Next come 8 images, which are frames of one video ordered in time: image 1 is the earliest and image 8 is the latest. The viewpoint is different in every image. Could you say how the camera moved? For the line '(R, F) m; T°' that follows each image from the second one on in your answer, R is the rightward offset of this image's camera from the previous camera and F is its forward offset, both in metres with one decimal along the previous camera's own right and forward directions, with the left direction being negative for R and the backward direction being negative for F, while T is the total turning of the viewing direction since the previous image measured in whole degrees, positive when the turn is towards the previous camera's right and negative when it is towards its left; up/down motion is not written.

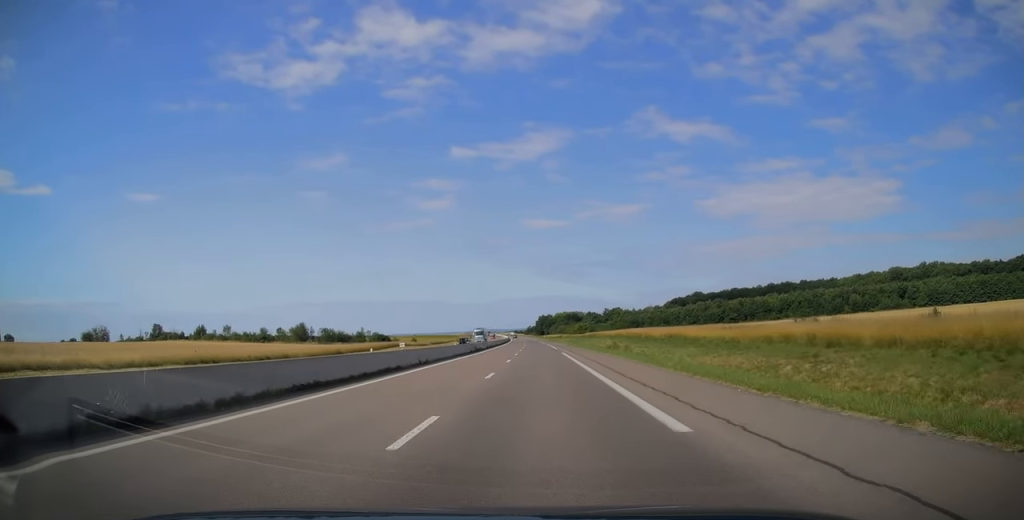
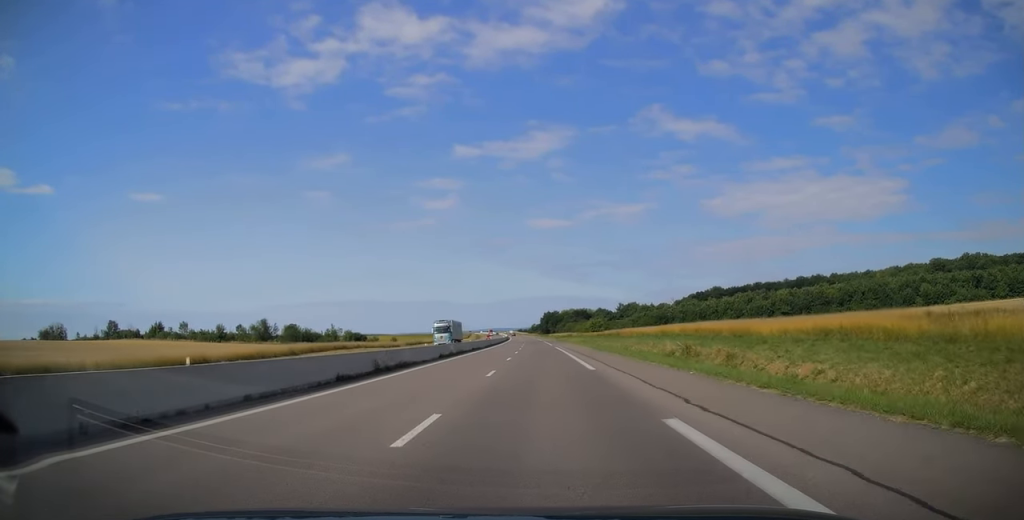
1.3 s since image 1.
(-0.4, +37.3) m; -1°
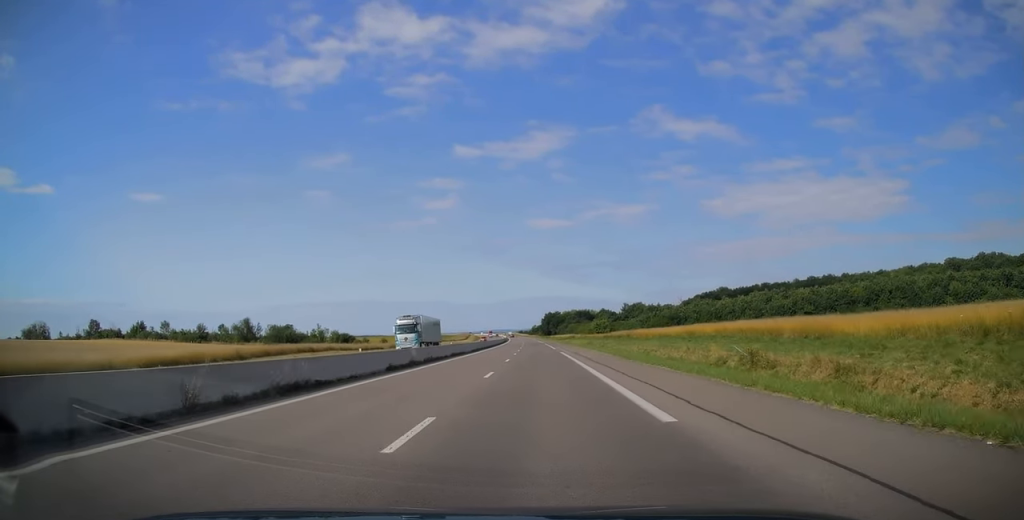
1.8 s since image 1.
(0.0, +13.8) m; 0°
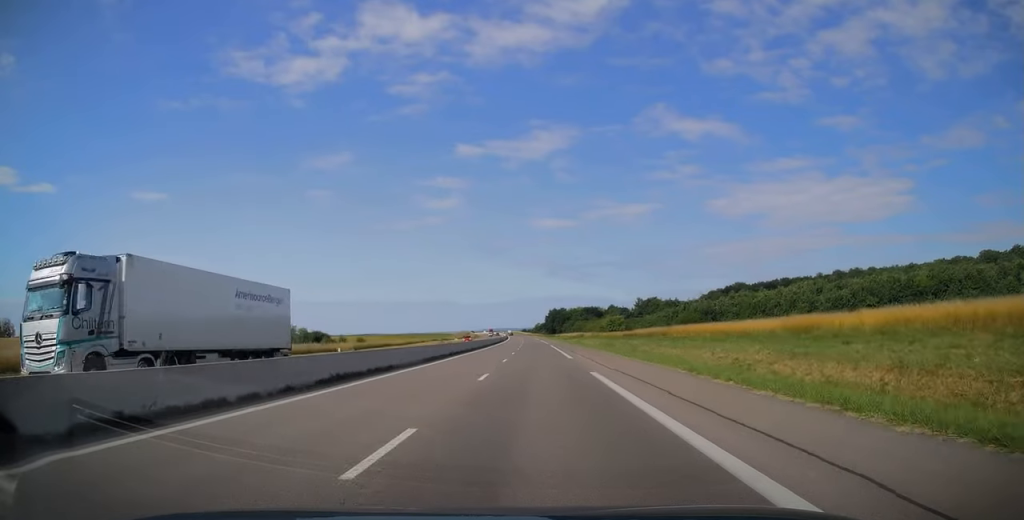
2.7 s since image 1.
(0.0, +29.9) m; 0°
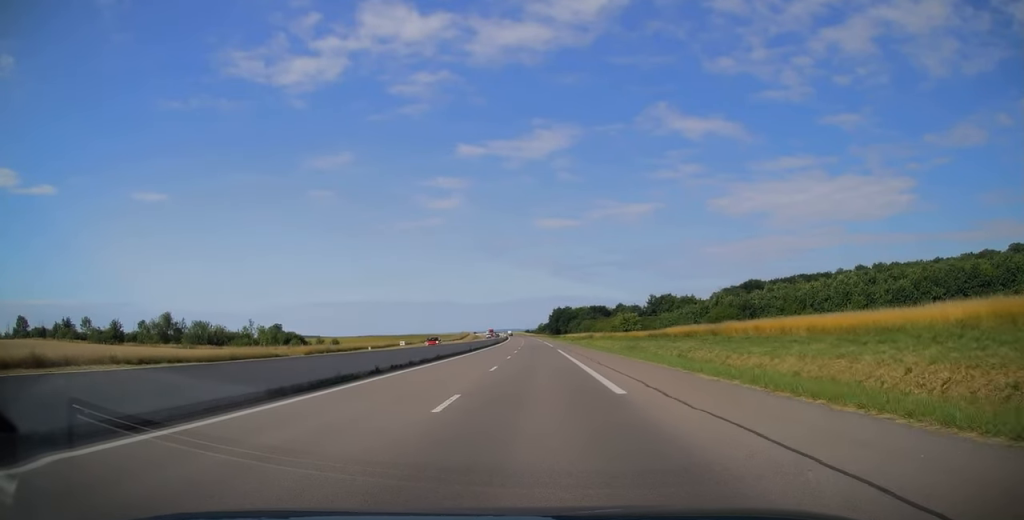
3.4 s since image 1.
(0.0, +24.9) m; 0°
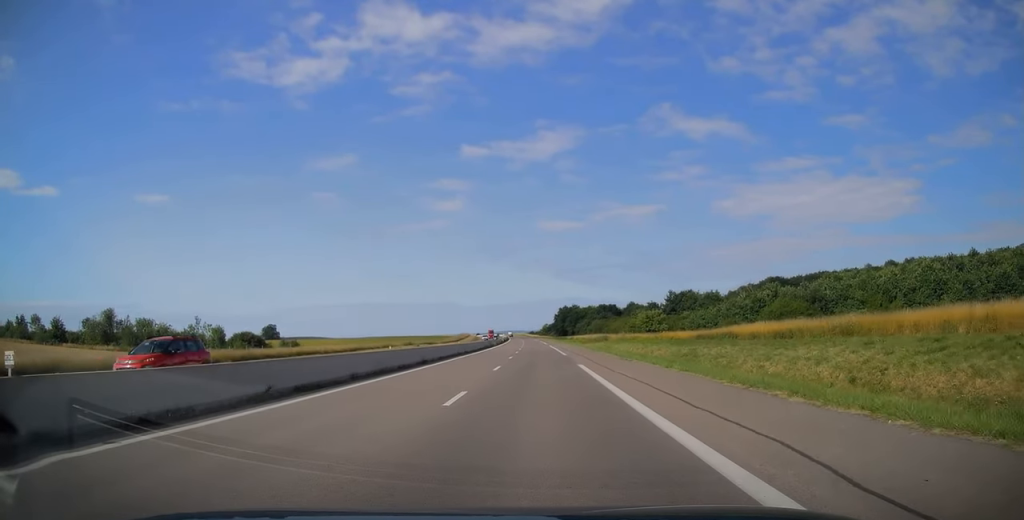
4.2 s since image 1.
(0.0, +28.2) m; 0°
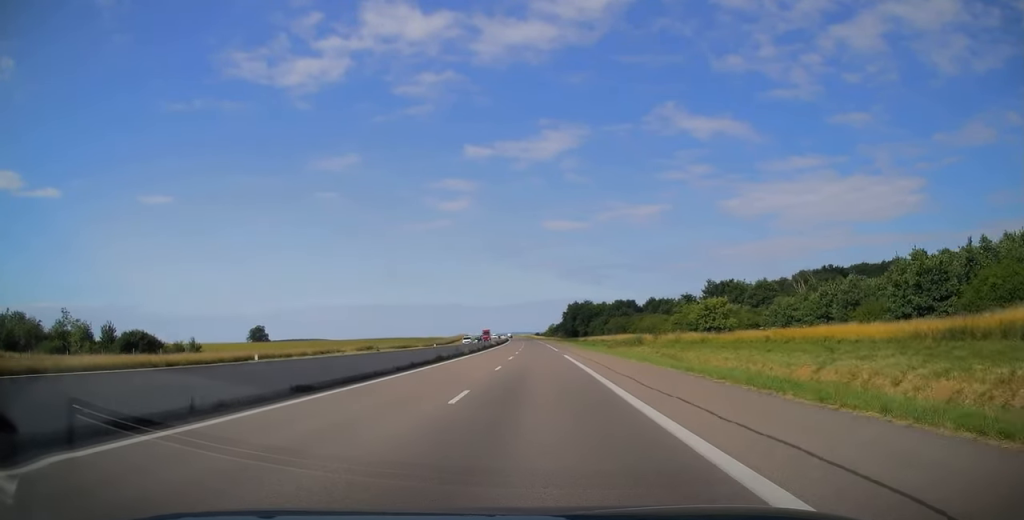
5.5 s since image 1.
(-0.1, +41.6) m; -1°
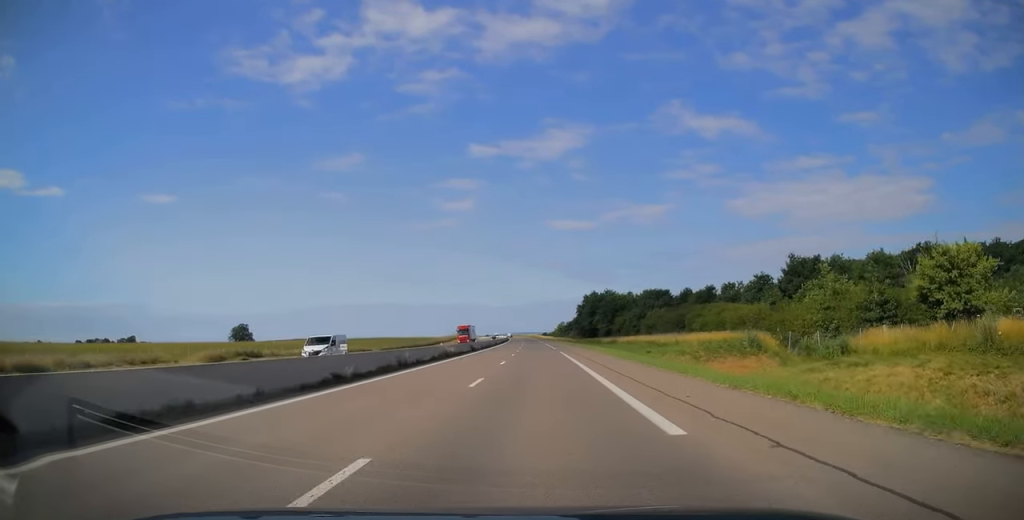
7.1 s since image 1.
(-0.6, +49.4) m; -1°
